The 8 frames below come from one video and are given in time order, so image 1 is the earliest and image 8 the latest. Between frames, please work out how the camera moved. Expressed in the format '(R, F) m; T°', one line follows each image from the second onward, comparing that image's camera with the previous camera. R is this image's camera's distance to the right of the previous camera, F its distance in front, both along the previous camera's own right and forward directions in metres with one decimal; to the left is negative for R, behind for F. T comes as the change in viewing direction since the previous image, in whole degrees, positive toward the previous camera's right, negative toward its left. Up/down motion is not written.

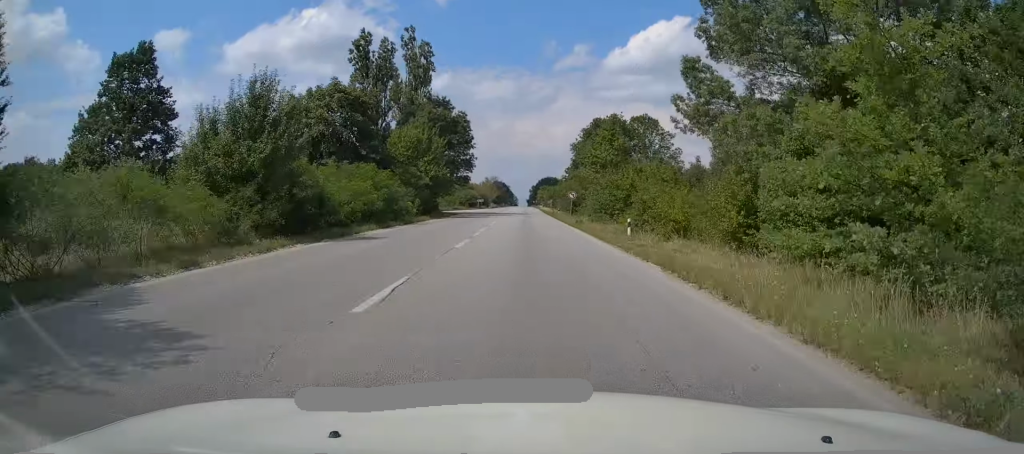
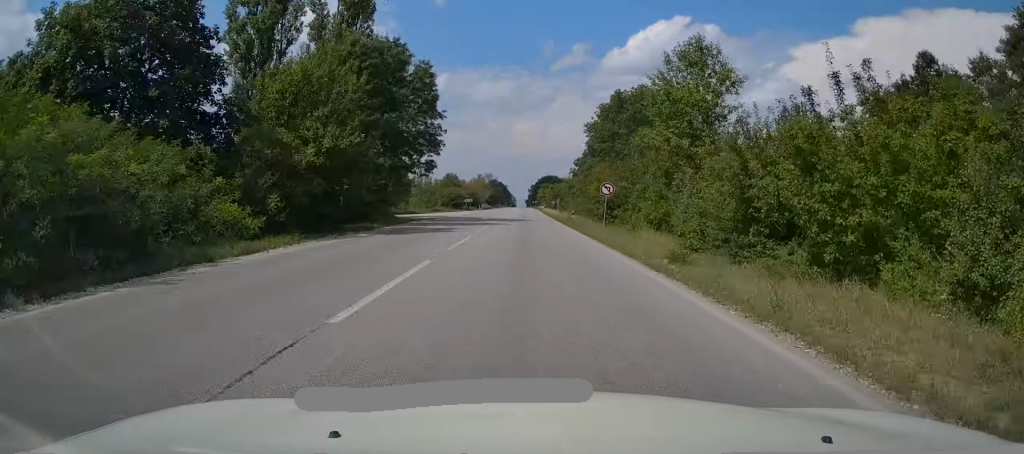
(+0.2, +24.6) m; +1°
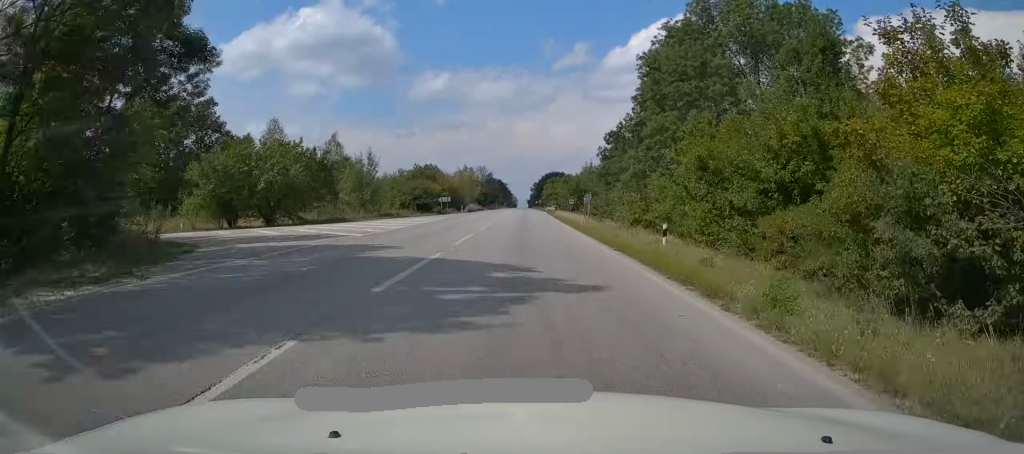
(+0.2, +33.8) m; 0°
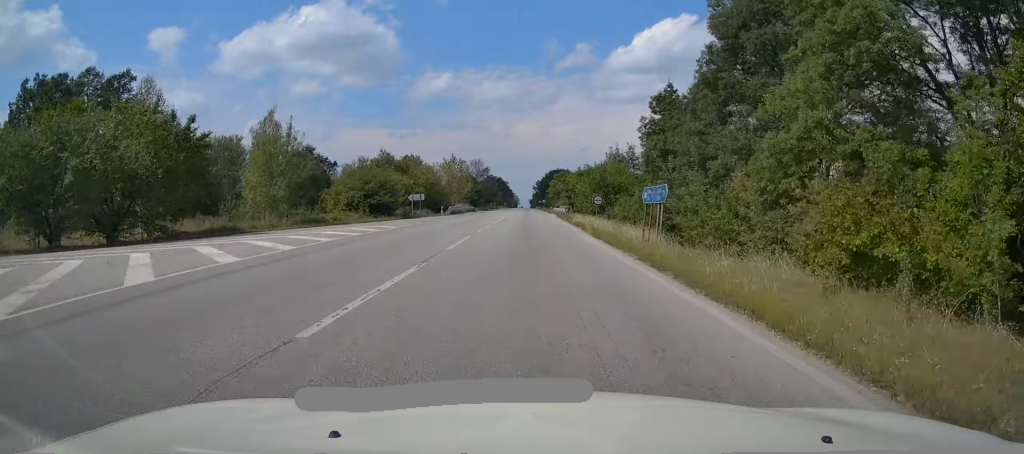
(0.0, +20.3) m; 0°
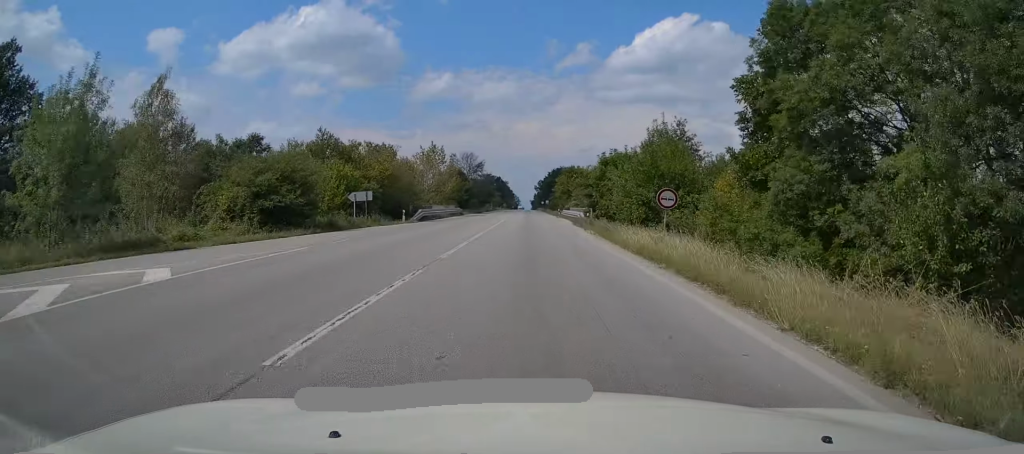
(0.0, +18.8) m; 0°
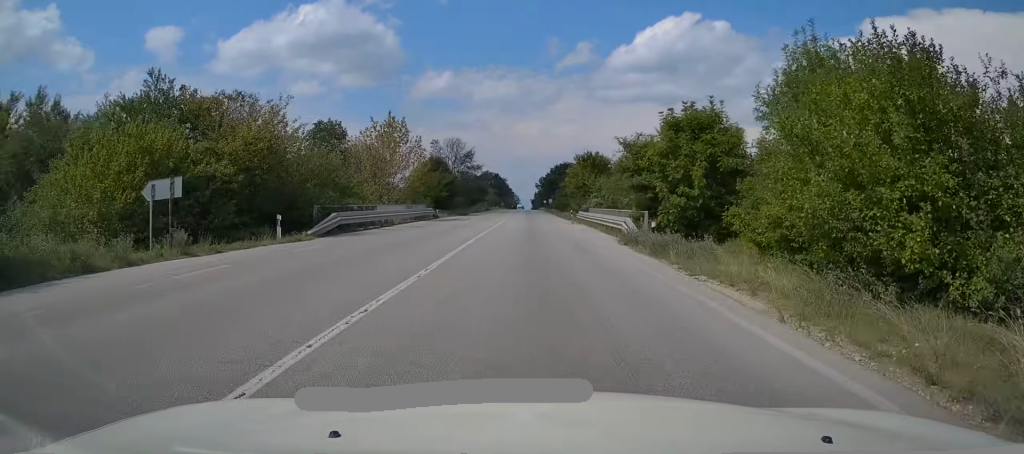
(0.0, +20.4) m; 0°
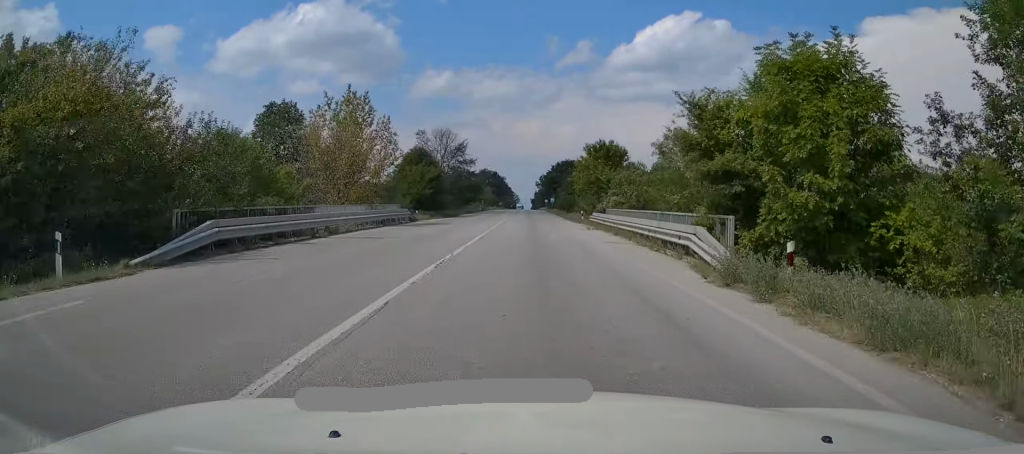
(0.0, +10.2) m; 0°
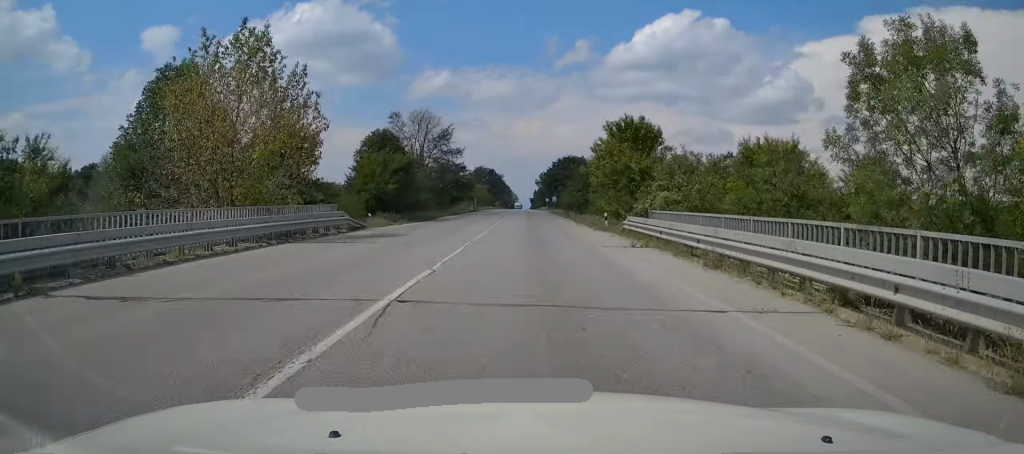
(0.0, +13.4) m; 0°
